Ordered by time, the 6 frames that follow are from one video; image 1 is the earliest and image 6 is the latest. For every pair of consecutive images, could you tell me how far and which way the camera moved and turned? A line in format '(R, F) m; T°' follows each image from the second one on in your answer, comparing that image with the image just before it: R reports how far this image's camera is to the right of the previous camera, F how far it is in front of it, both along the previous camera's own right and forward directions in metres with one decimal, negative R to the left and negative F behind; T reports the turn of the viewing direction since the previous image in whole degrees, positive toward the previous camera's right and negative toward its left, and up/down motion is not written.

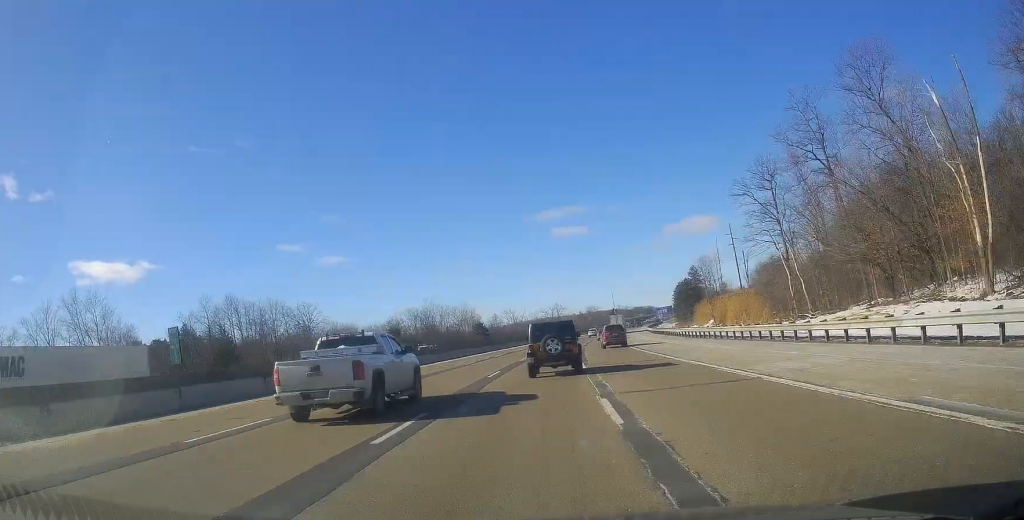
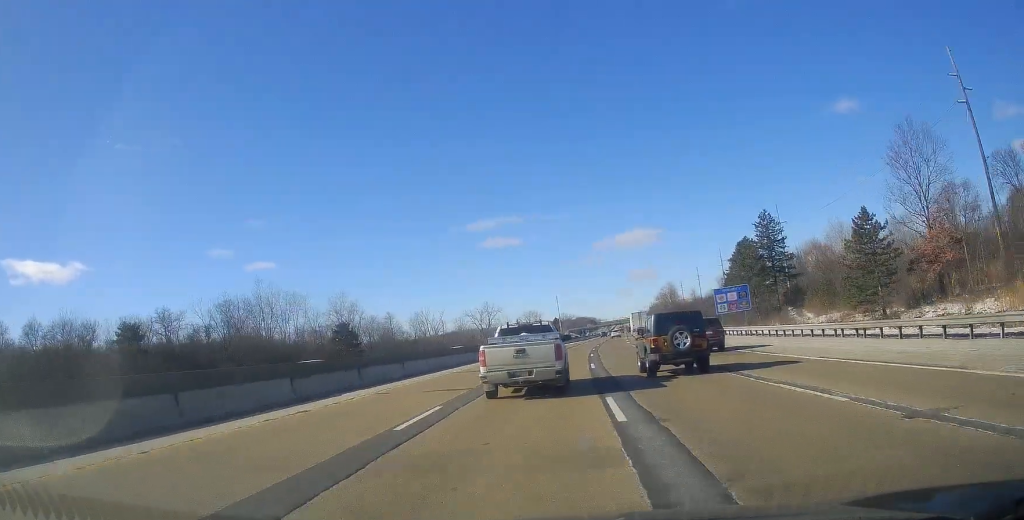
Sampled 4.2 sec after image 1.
(+4.5, +106.6) m; +7°
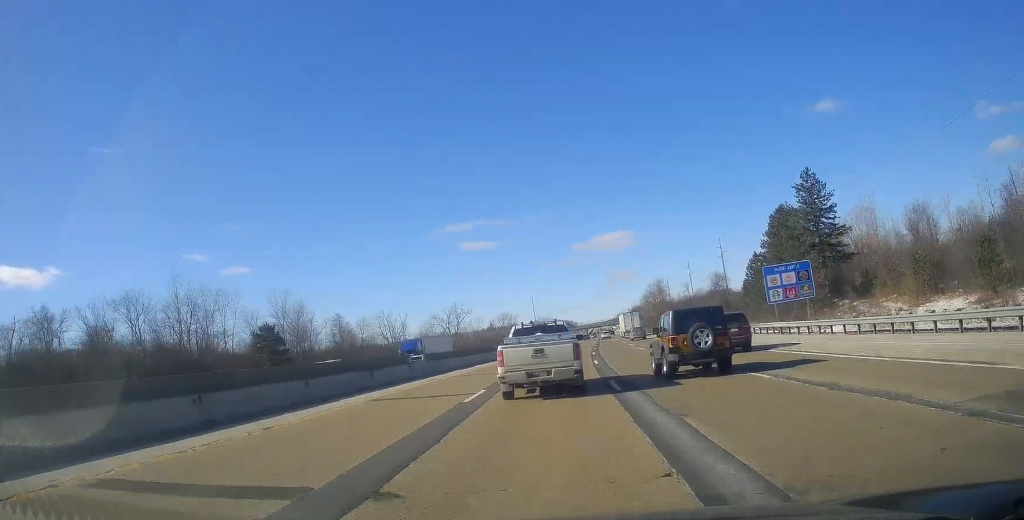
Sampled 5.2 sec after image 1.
(+0.3, +26.7) m; +2°
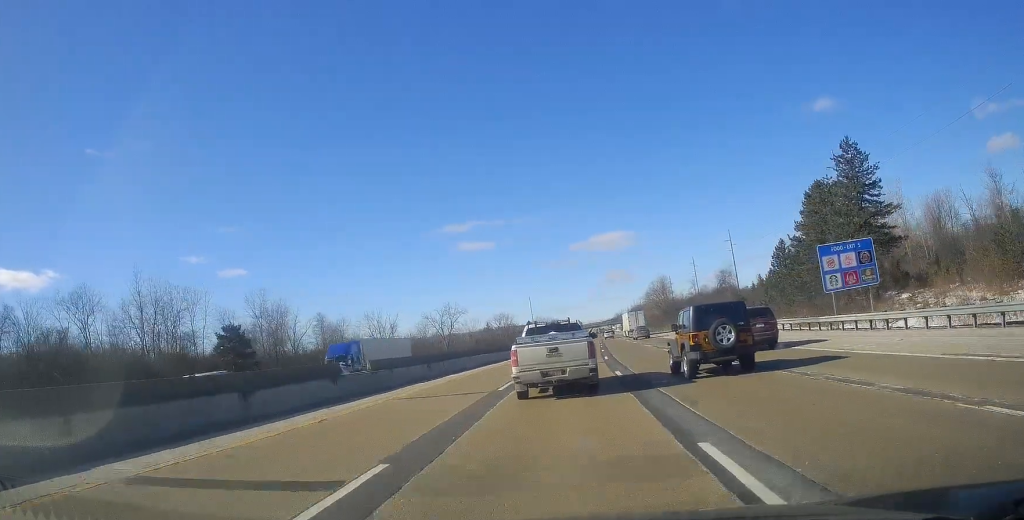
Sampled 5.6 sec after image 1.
(+0.3, +12.3) m; 0°
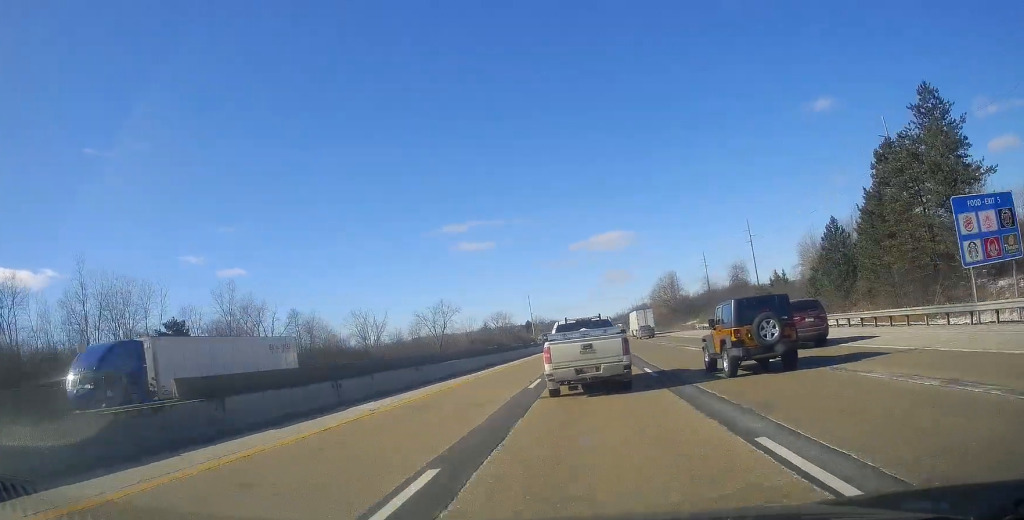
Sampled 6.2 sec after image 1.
(+0.2, +16.1) m; 0°
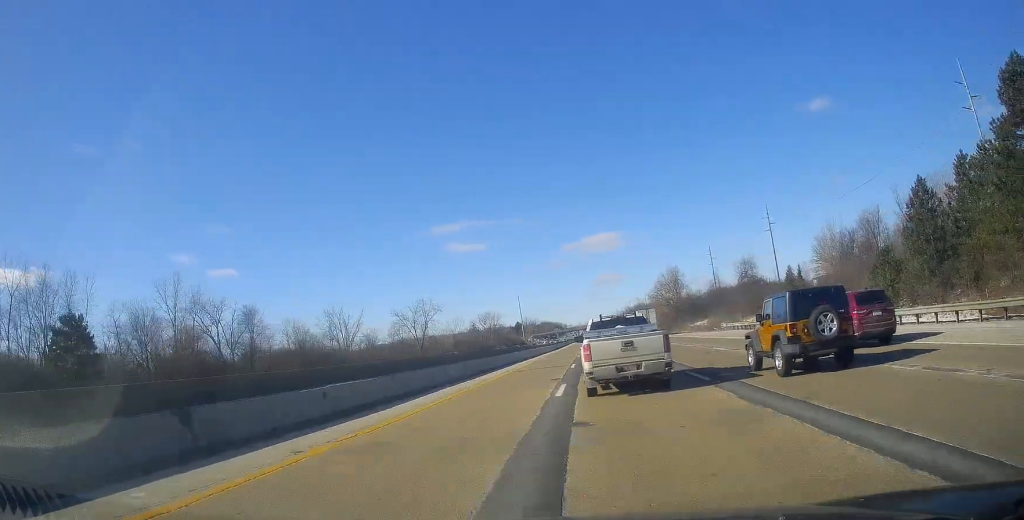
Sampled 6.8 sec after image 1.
(-0.1, +19.3) m; 0°
